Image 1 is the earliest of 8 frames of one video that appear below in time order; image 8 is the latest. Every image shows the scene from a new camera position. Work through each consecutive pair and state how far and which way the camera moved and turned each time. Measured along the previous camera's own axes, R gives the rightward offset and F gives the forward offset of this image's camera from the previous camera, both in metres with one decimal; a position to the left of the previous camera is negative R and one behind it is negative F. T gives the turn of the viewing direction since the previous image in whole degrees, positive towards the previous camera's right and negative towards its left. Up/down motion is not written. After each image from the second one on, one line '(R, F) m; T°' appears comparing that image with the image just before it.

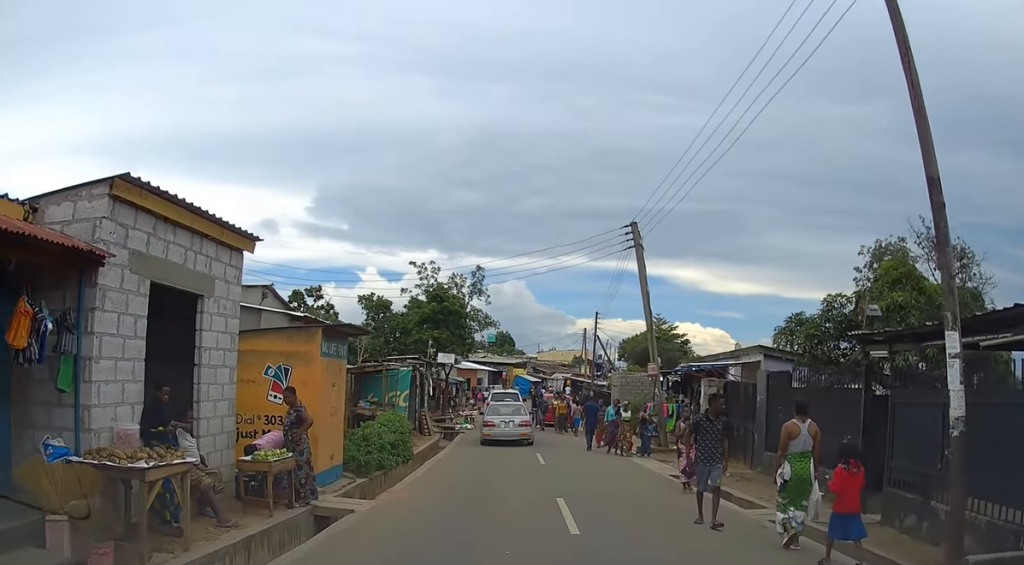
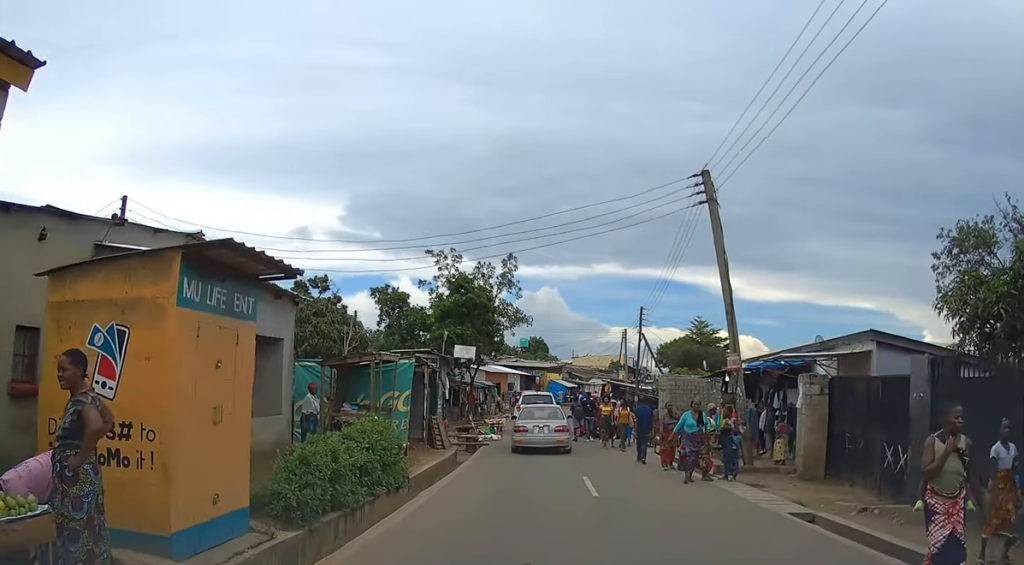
(-0.1, +5.3) m; 0°
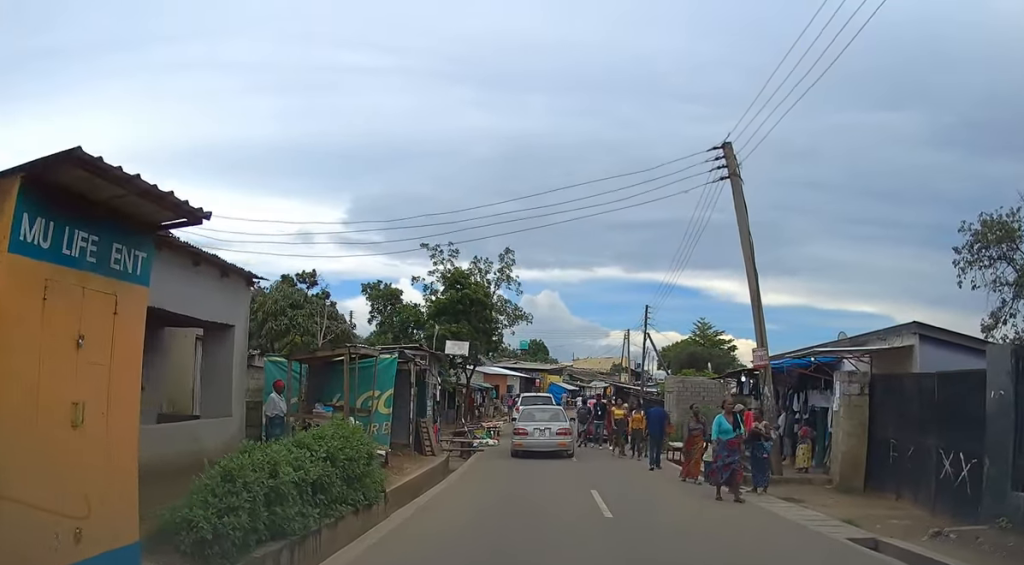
(0.0, +2.0) m; +1°
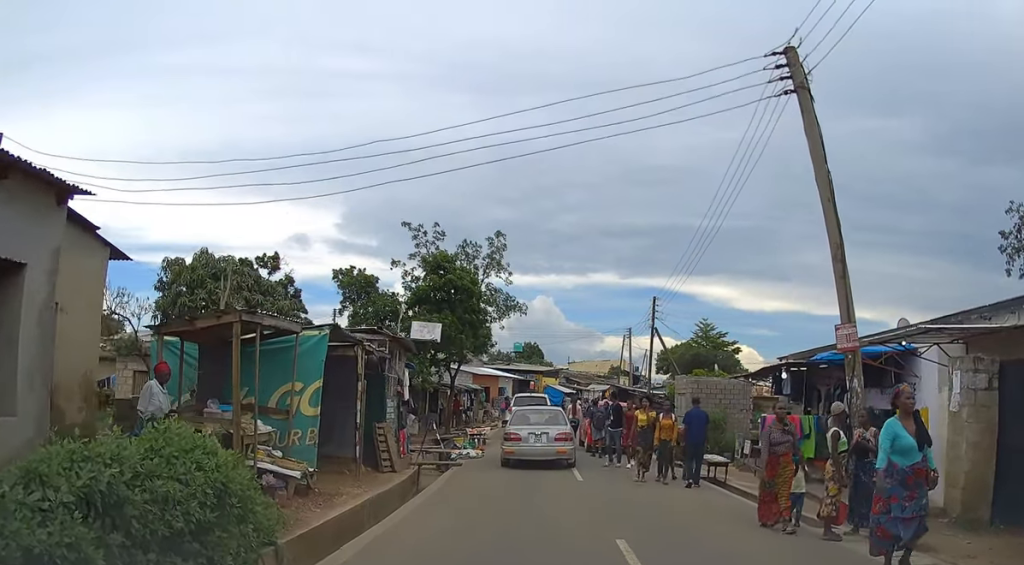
(+0.1, +4.5) m; 0°
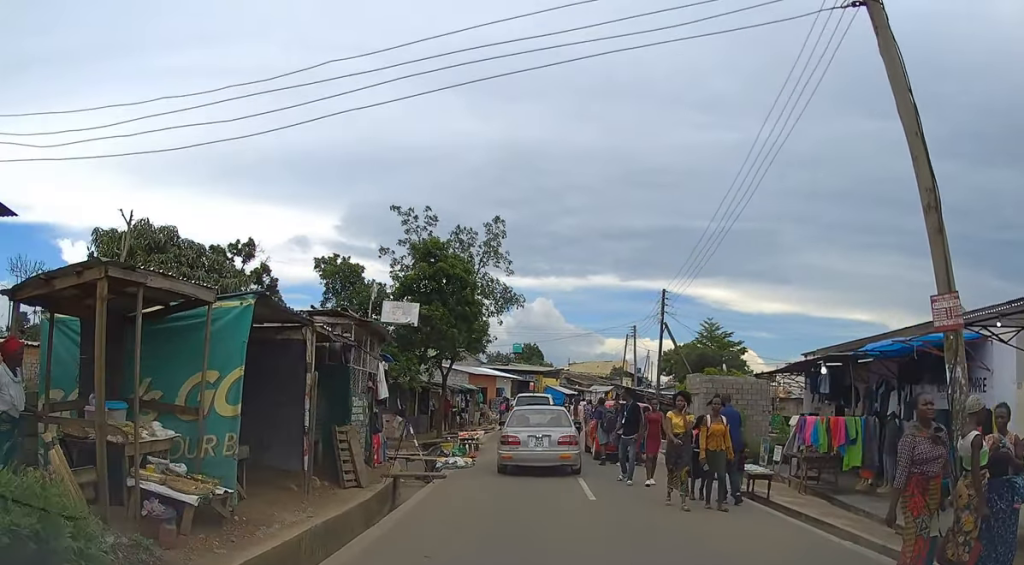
(0.0, +2.8) m; -2°
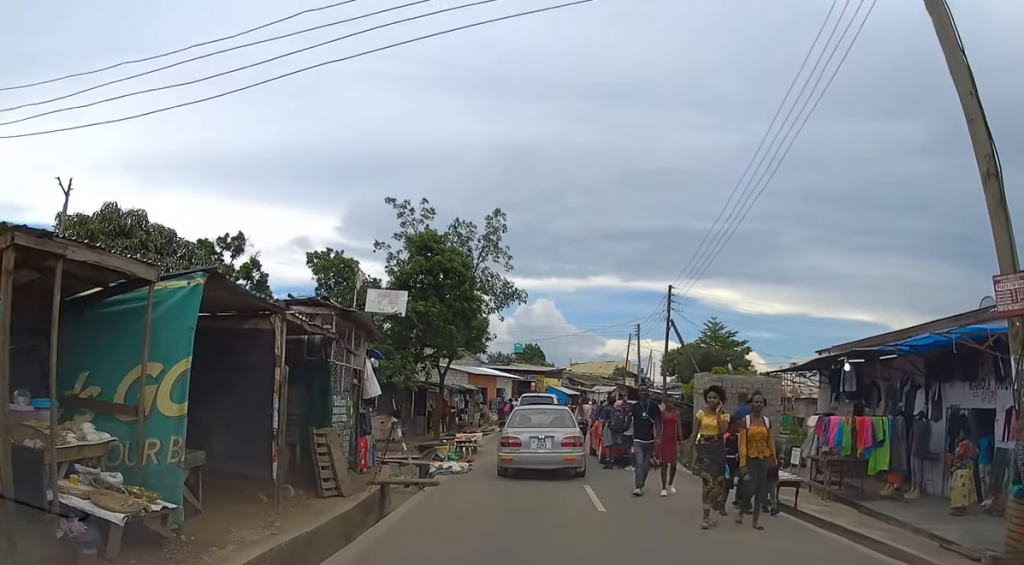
(0.0, +1.3) m; -1°
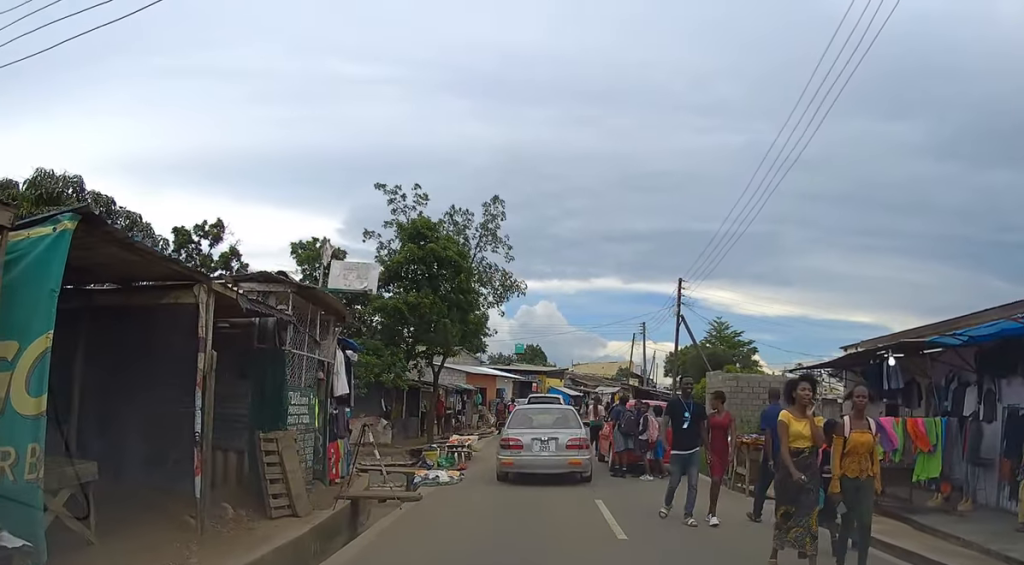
(0.0, +2.2) m; -1°
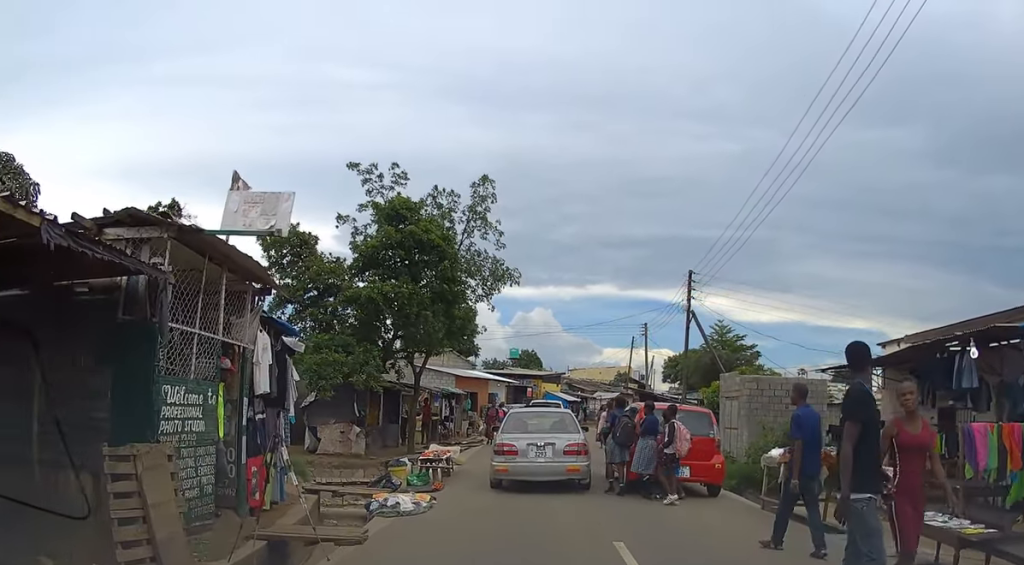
(0.0, +3.4) m; +3°
